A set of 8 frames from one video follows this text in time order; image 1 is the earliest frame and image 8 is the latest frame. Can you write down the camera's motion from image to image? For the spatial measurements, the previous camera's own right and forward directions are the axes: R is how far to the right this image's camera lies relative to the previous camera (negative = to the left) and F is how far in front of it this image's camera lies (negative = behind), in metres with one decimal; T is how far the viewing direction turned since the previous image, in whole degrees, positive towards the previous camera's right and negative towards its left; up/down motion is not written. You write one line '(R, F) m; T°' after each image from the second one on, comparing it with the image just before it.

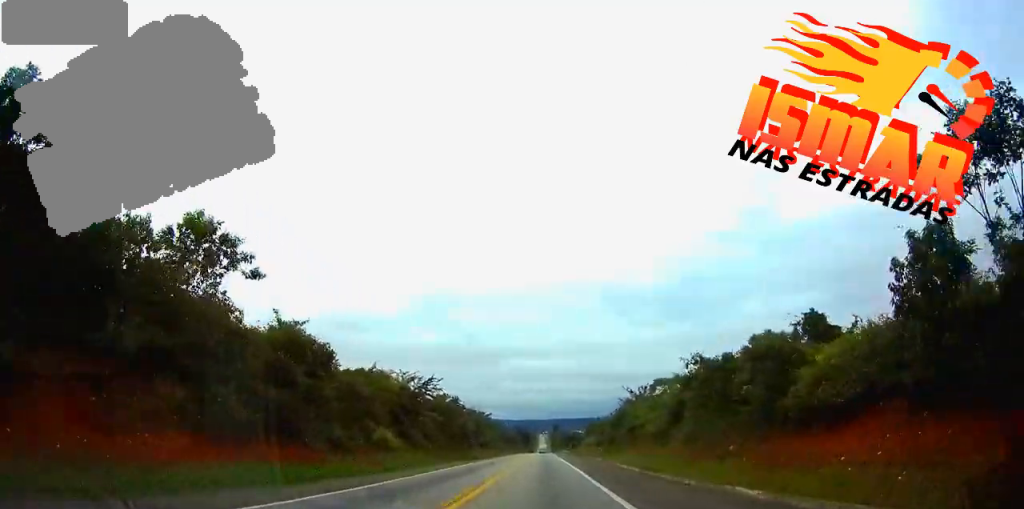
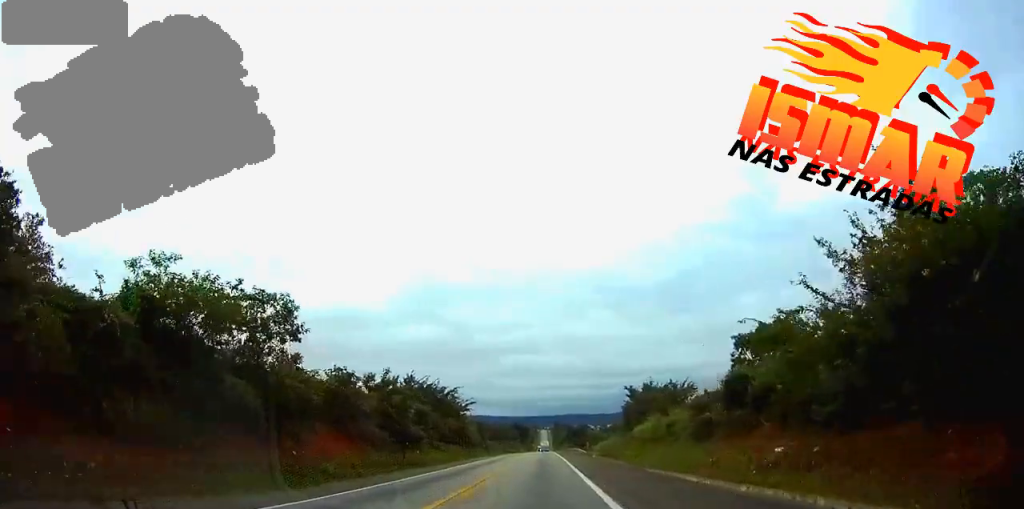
(0.0, +58.0) m; 0°
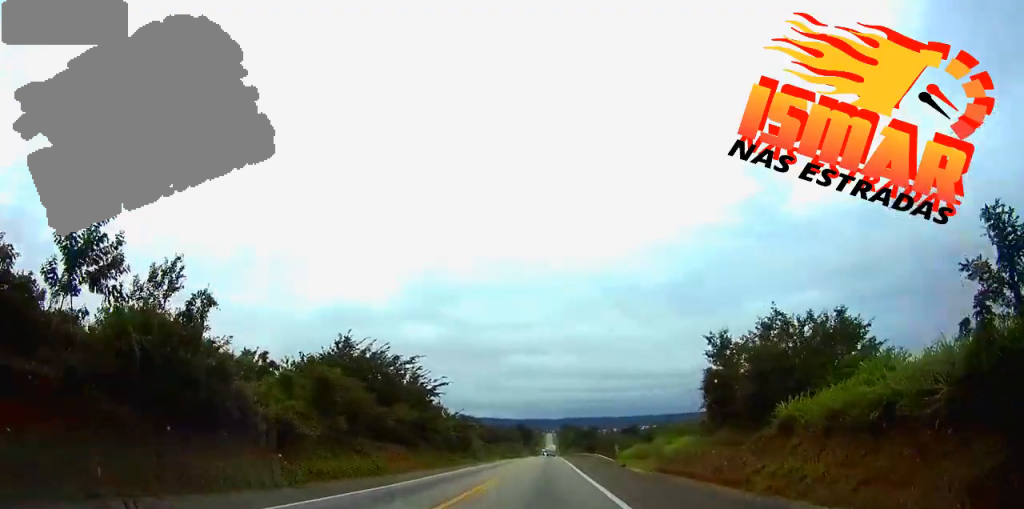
(-0.2, +32.1) m; 0°
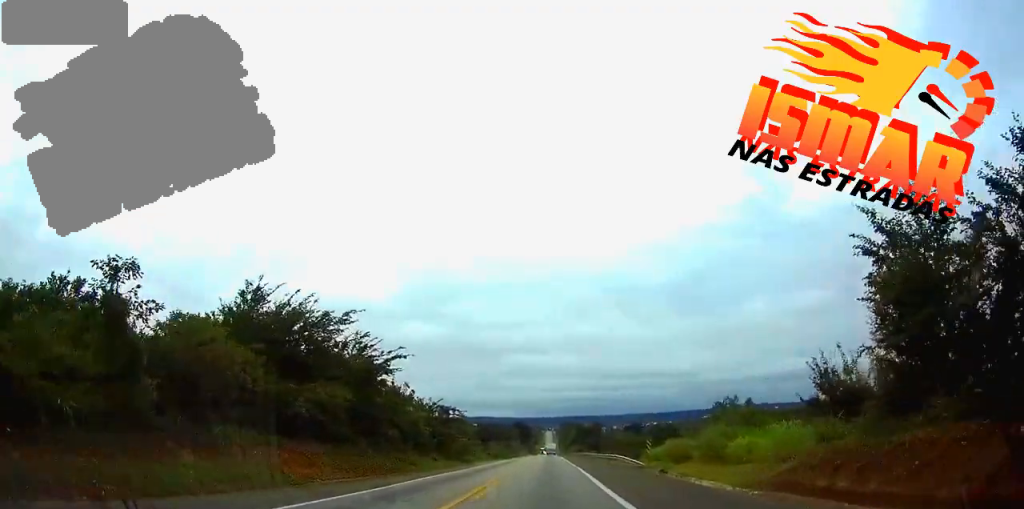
(0.0, +19.1) m; 0°
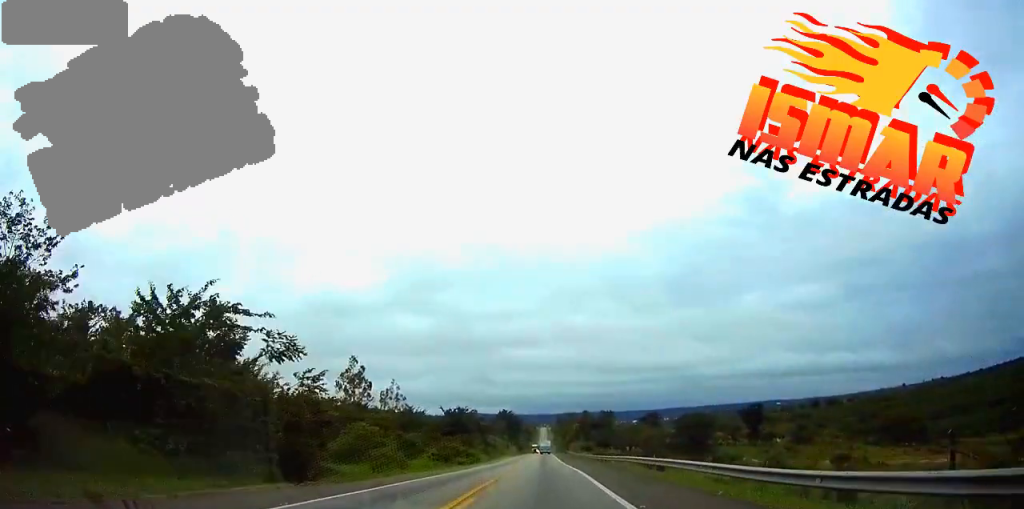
(+0.2, +56.0) m; 0°
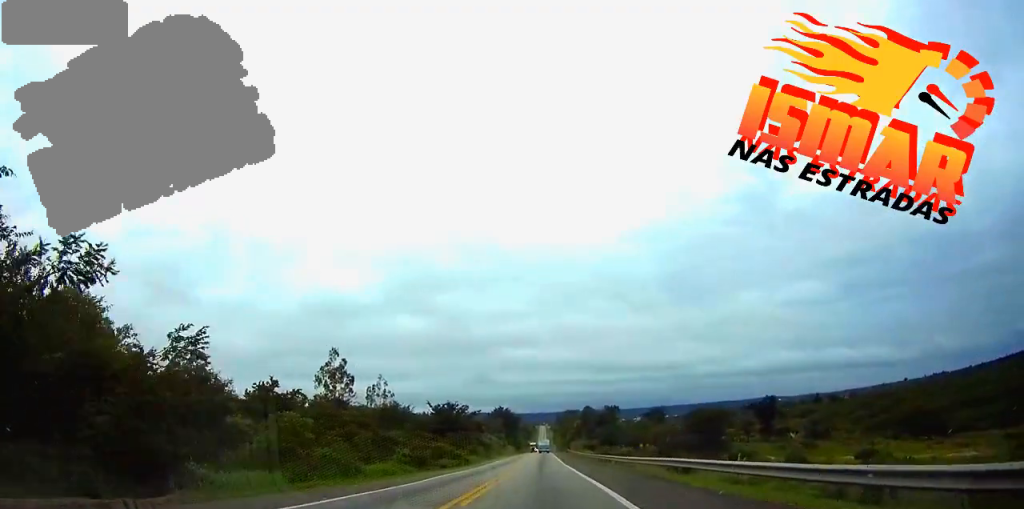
(0.0, +14.3) m; 0°
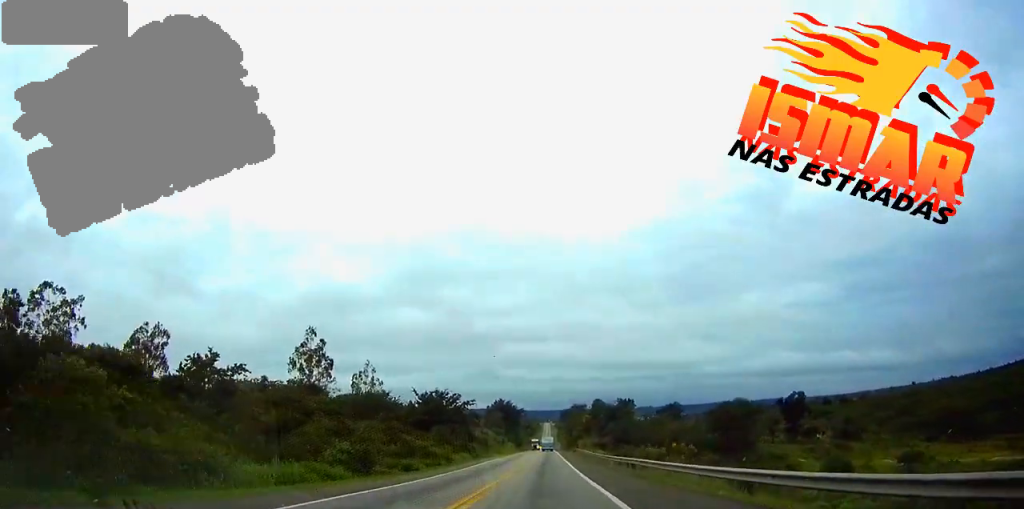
(0.0, +19.1) m; 0°
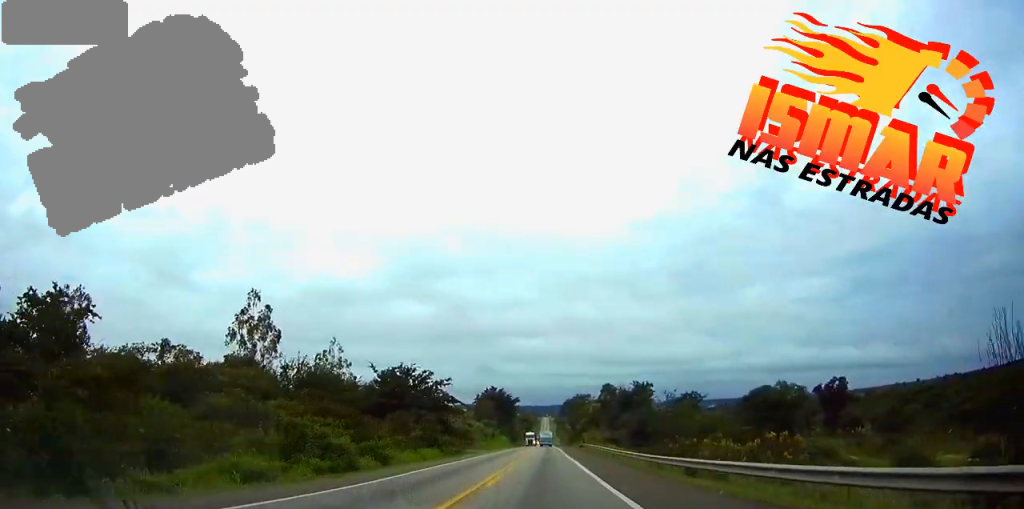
(-0.1, +27.4) m; 0°
